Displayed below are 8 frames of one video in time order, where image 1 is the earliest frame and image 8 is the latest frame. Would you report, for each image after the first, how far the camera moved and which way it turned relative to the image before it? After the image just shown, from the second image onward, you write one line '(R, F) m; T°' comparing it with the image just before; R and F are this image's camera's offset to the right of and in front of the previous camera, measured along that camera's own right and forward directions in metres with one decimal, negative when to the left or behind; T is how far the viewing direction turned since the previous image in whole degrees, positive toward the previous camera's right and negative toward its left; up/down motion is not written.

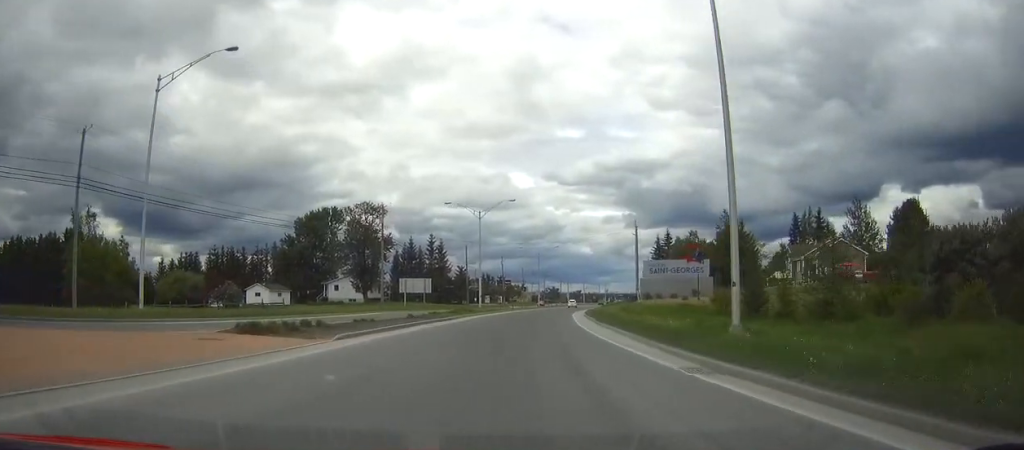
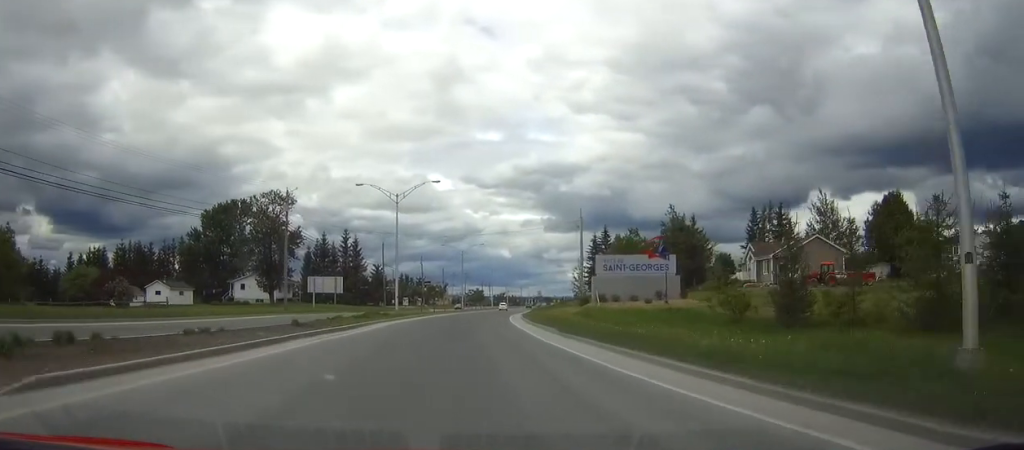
(+0.7, +13.2) m; +5°
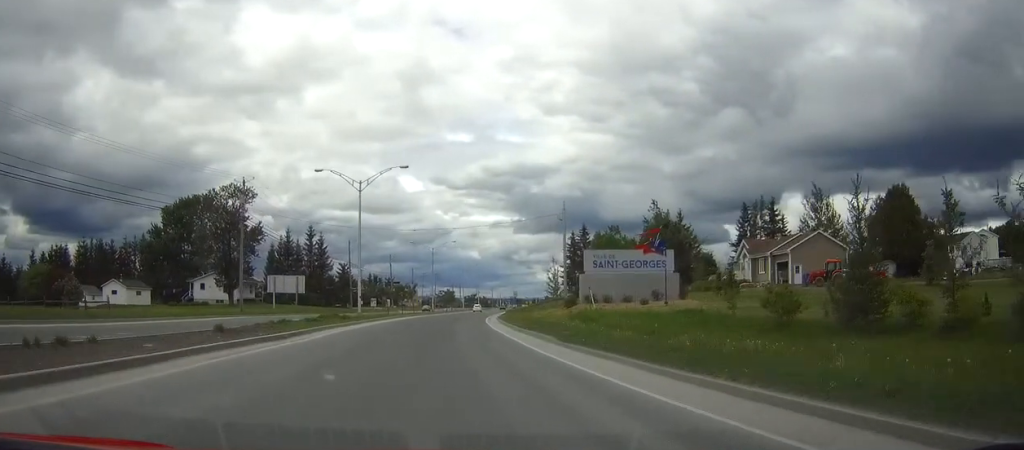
(+0.2, +7.2) m; +1°
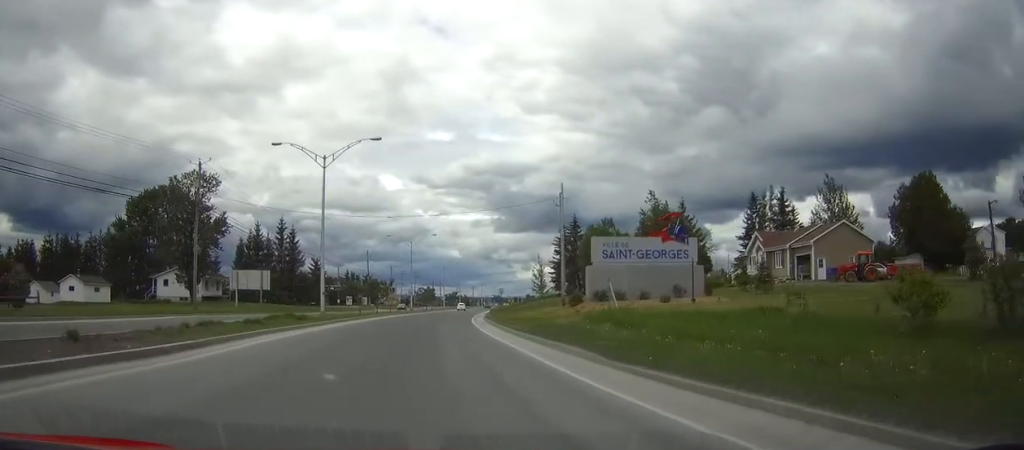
(+0.1, +8.8) m; +1°
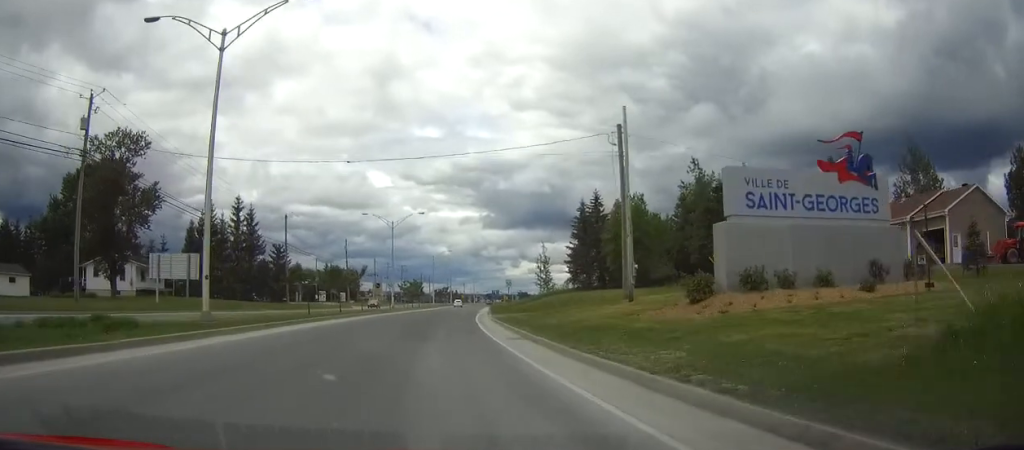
(+0.2, +21.1) m; +1°
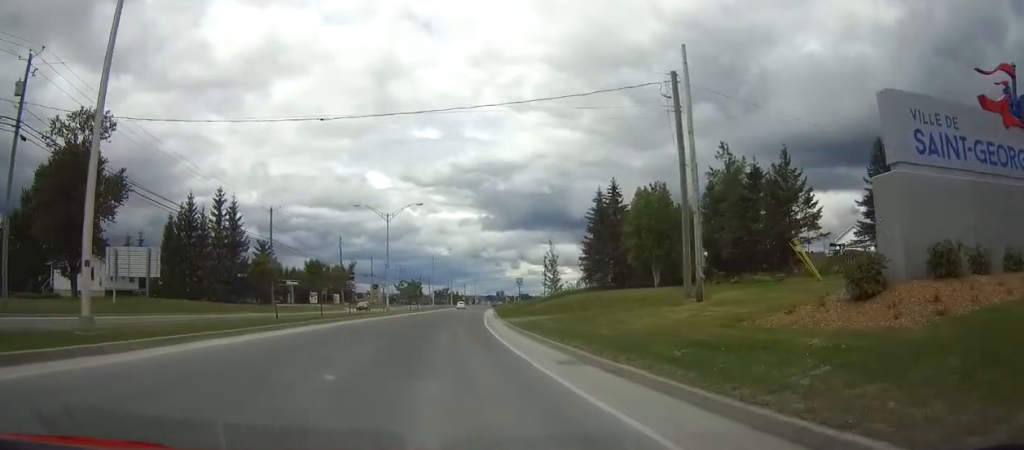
(0.0, +8.9) m; 0°
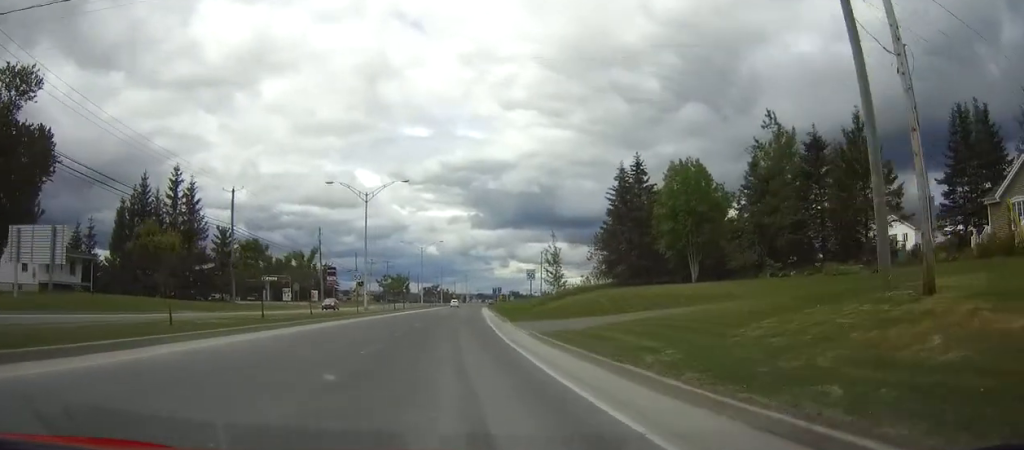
(+0.1, +13.3) m; +1°
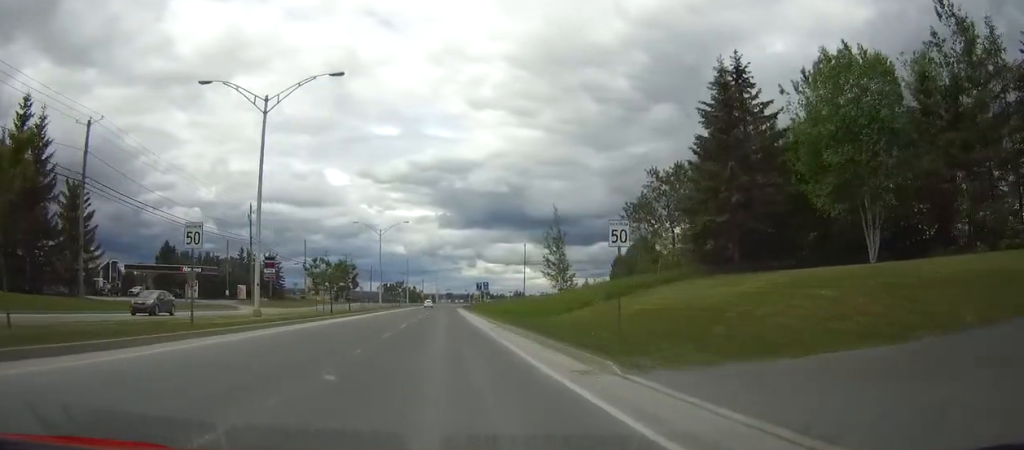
(+0.7, +29.1) m; +2°
